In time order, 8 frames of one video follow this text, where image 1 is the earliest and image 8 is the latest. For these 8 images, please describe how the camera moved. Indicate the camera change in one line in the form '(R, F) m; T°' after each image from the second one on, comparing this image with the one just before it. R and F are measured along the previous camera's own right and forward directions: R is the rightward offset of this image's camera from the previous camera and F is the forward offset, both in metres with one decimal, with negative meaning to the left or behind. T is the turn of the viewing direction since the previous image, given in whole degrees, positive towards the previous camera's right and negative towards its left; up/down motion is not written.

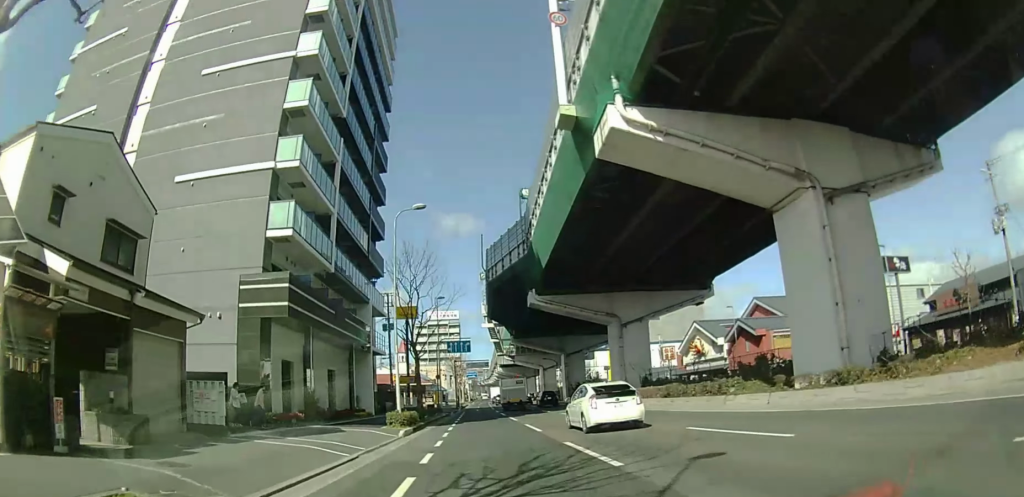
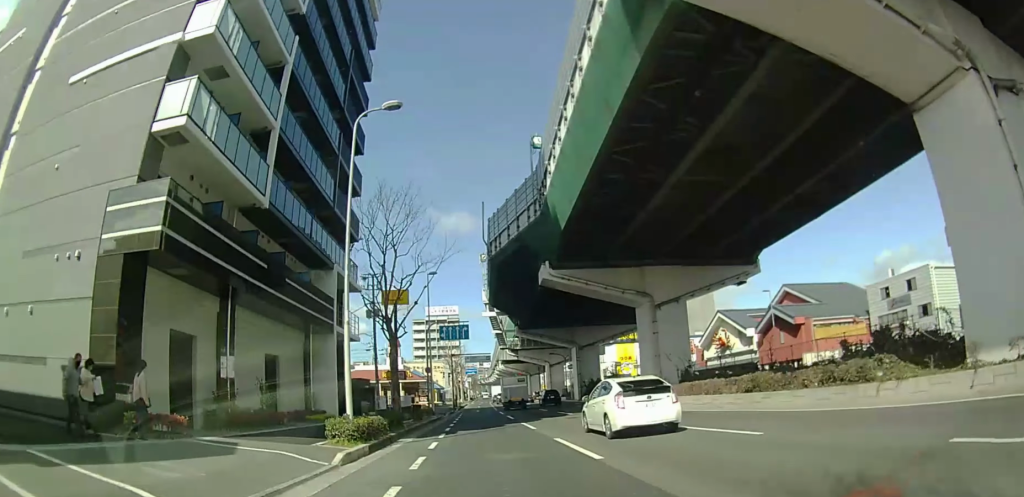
(0.0, +8.7) m; 0°
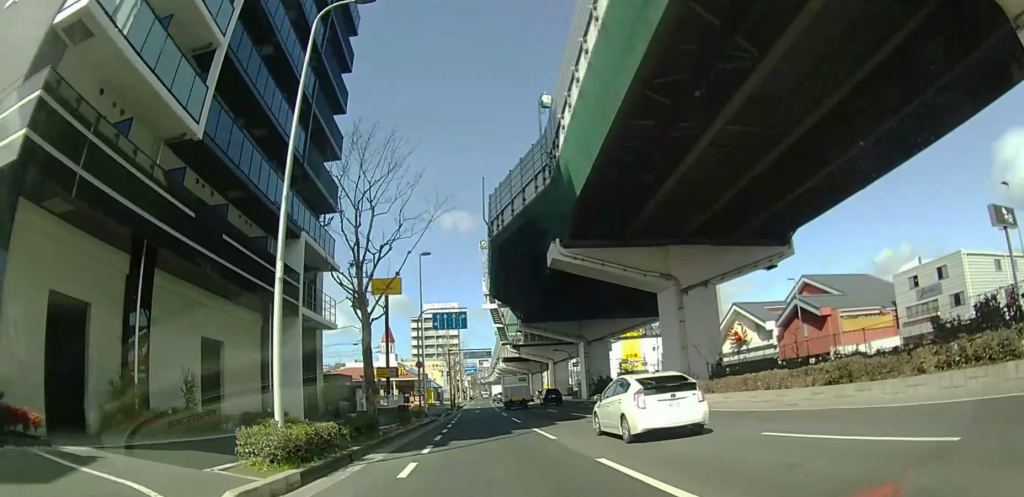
(0.0, +5.2) m; 0°
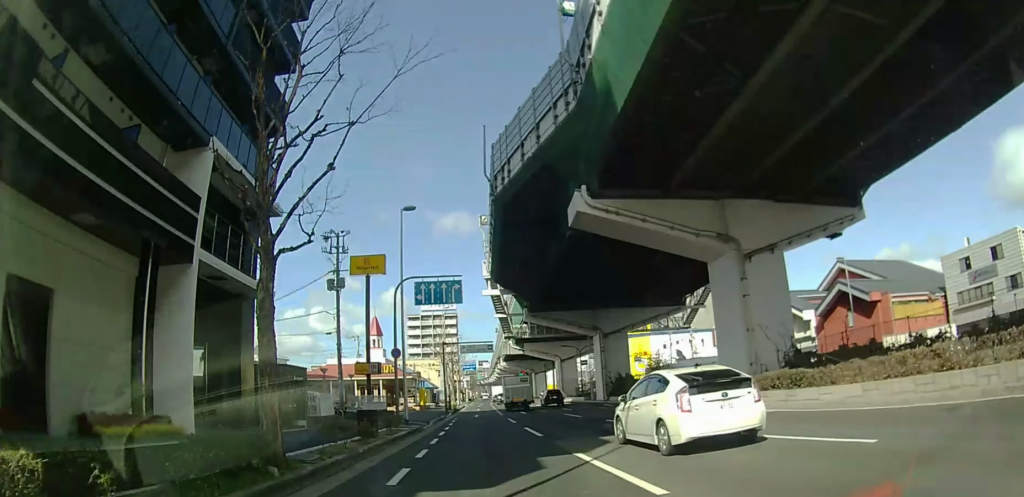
(0.0, +8.4) m; 0°
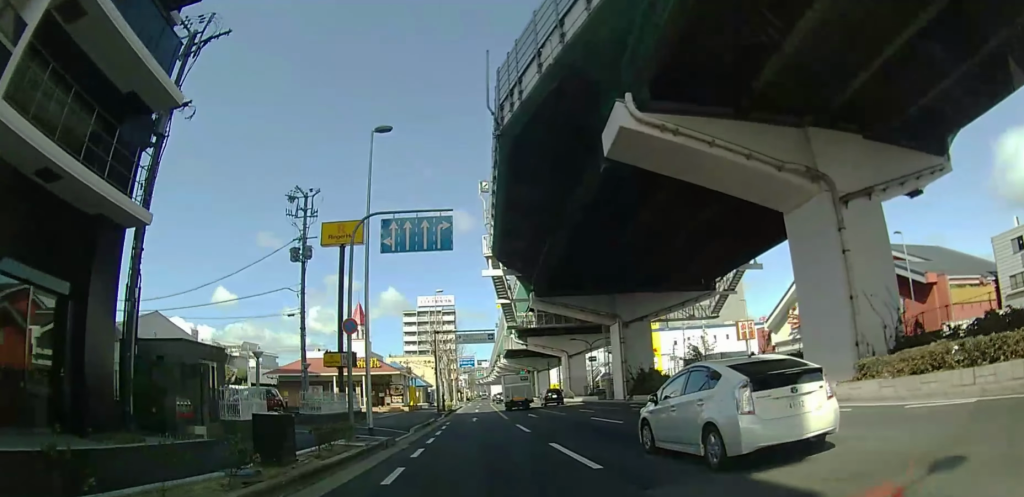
(0.0, +8.0) m; 0°
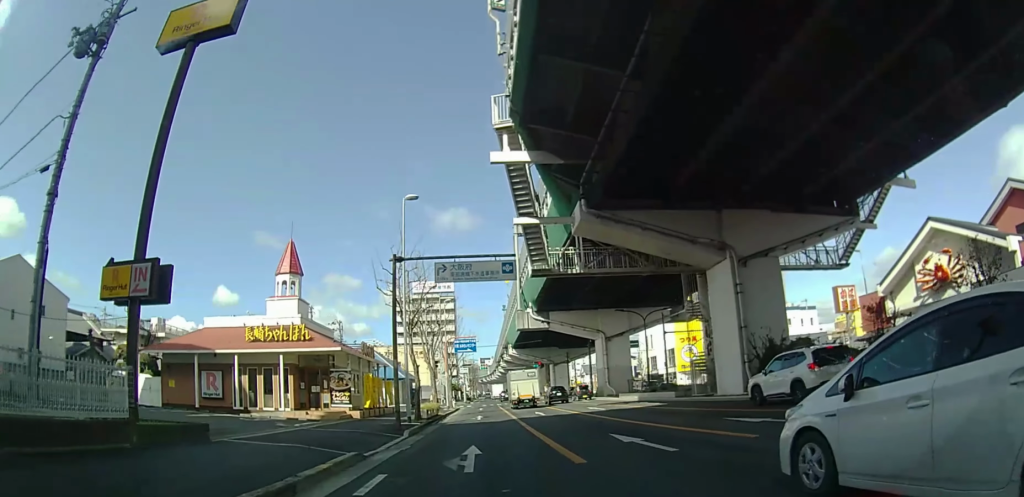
(0.0, +21.9) m; -1°
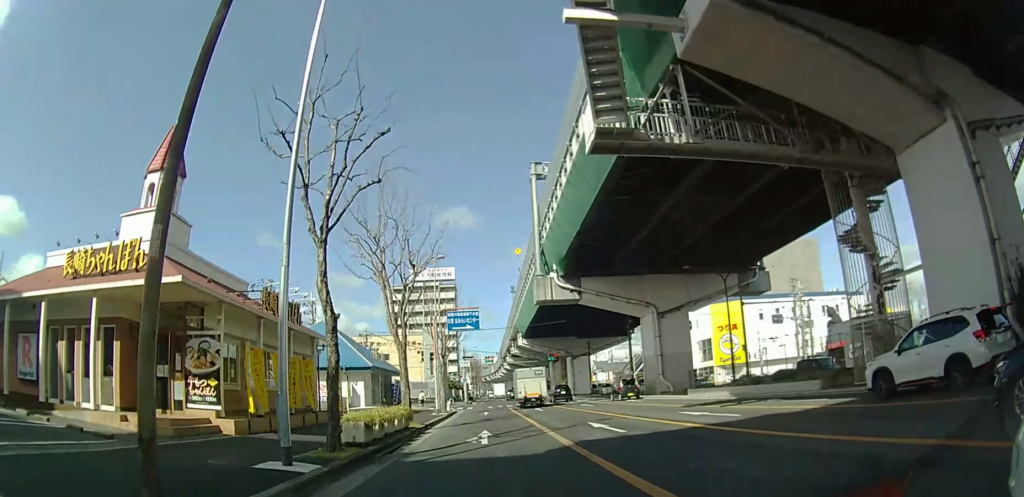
(-0.4, +15.1) m; -2°
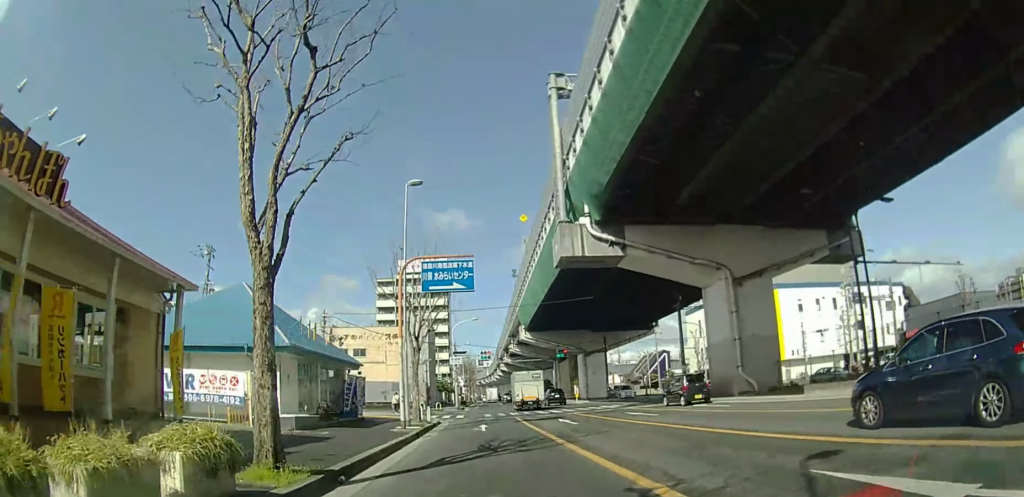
(0.0, +13.2) m; 0°
